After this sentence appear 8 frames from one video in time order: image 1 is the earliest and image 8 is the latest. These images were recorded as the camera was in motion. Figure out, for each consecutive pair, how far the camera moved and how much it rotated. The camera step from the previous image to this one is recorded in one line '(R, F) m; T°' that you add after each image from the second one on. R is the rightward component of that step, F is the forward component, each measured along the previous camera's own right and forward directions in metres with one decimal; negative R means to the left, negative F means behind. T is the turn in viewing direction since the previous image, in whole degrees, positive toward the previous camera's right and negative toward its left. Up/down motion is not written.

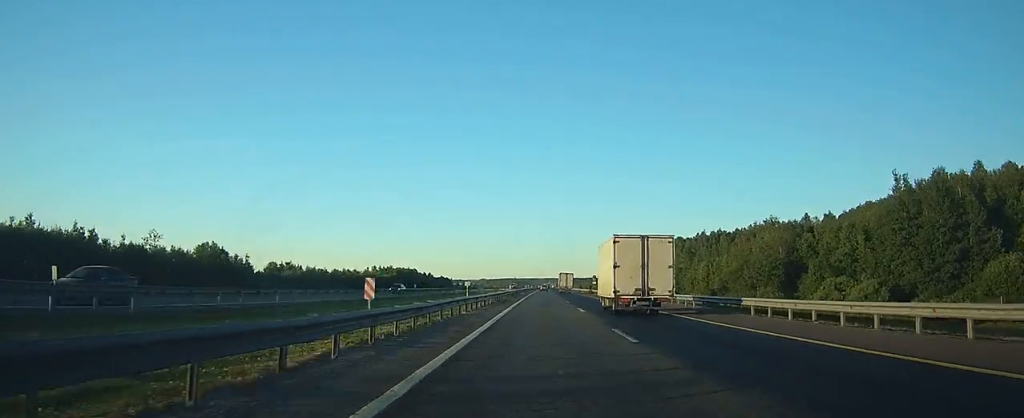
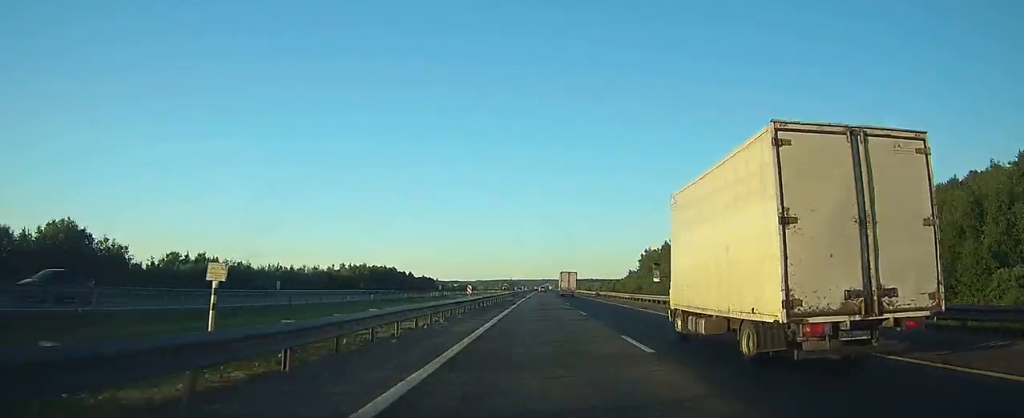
(0.0, +34.0) m; 0°
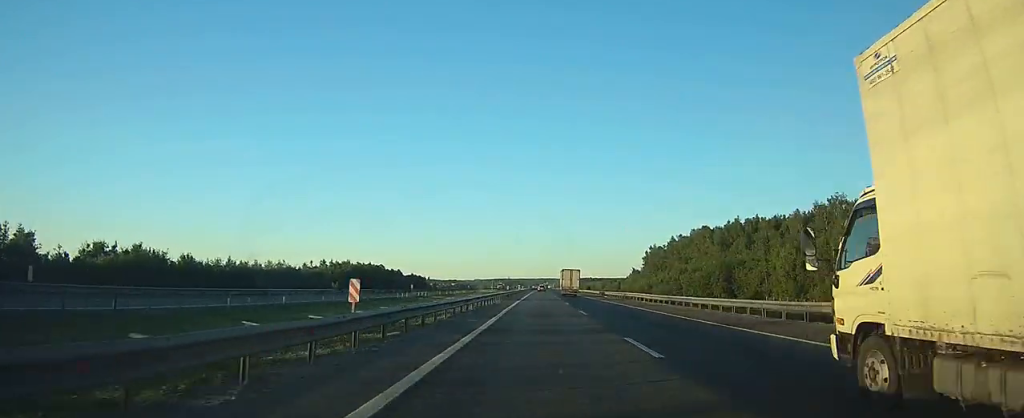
(0.0, +17.0) m; 0°
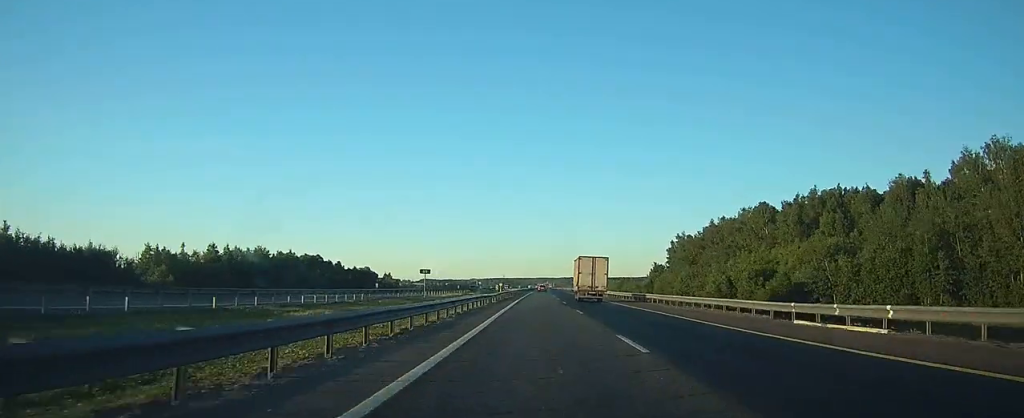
(+0.4, +63.3) m; +1°
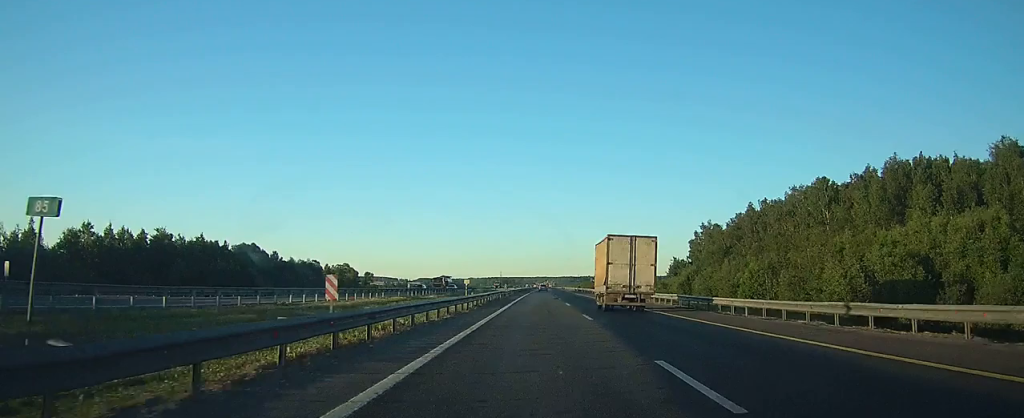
(0.0, +37.7) m; 0°
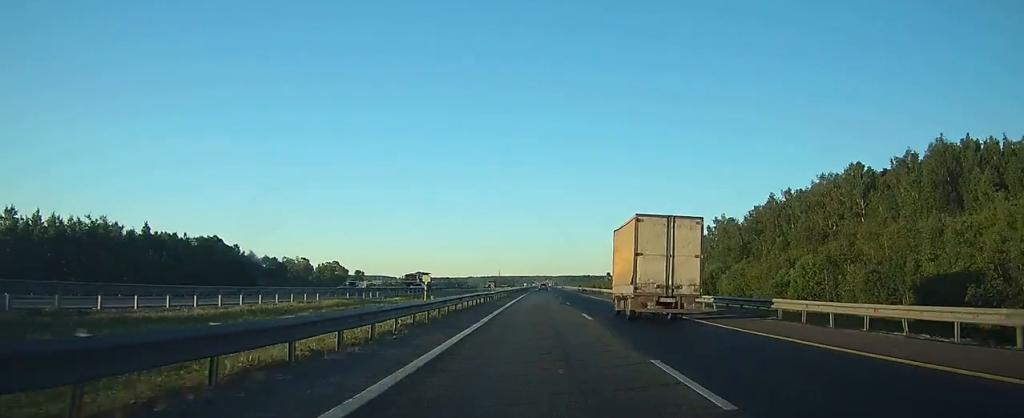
(0.0, +15.8) m; 0°
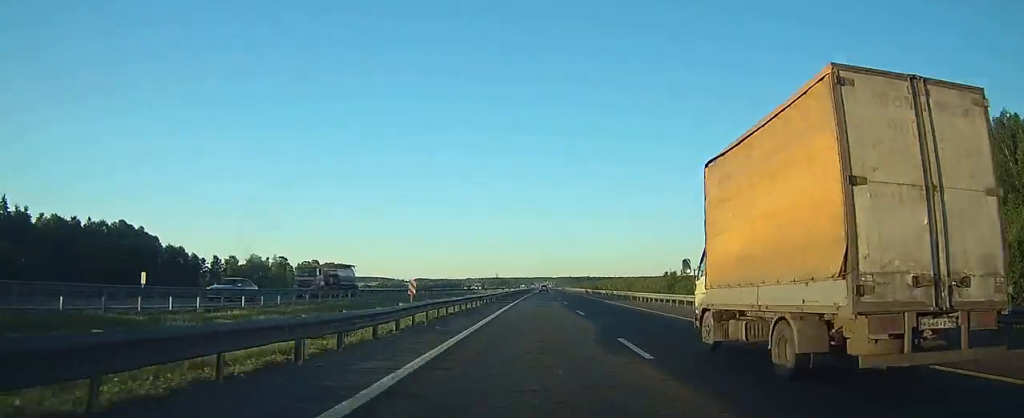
(0.0, +27.8) m; 0°
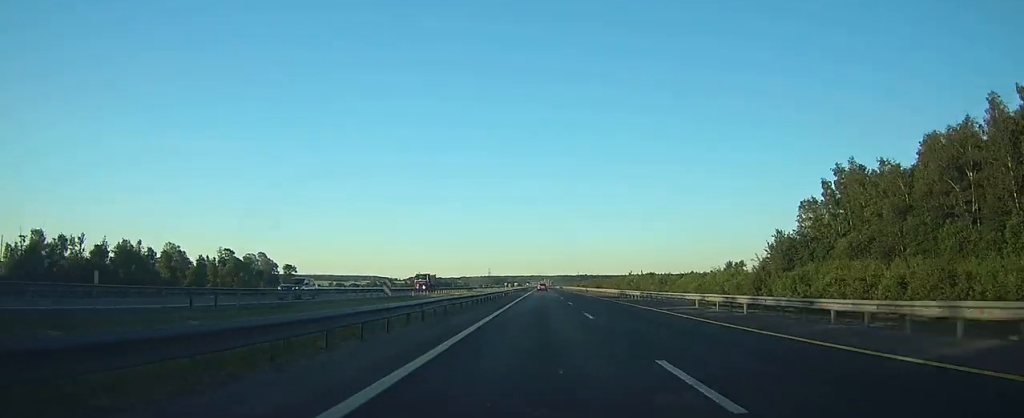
(-0.1, +52.5) m; 0°
